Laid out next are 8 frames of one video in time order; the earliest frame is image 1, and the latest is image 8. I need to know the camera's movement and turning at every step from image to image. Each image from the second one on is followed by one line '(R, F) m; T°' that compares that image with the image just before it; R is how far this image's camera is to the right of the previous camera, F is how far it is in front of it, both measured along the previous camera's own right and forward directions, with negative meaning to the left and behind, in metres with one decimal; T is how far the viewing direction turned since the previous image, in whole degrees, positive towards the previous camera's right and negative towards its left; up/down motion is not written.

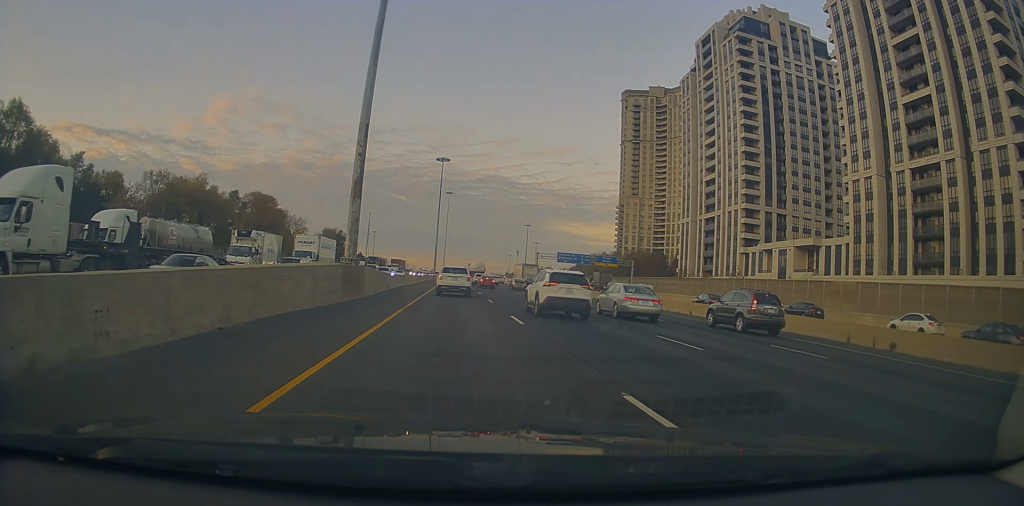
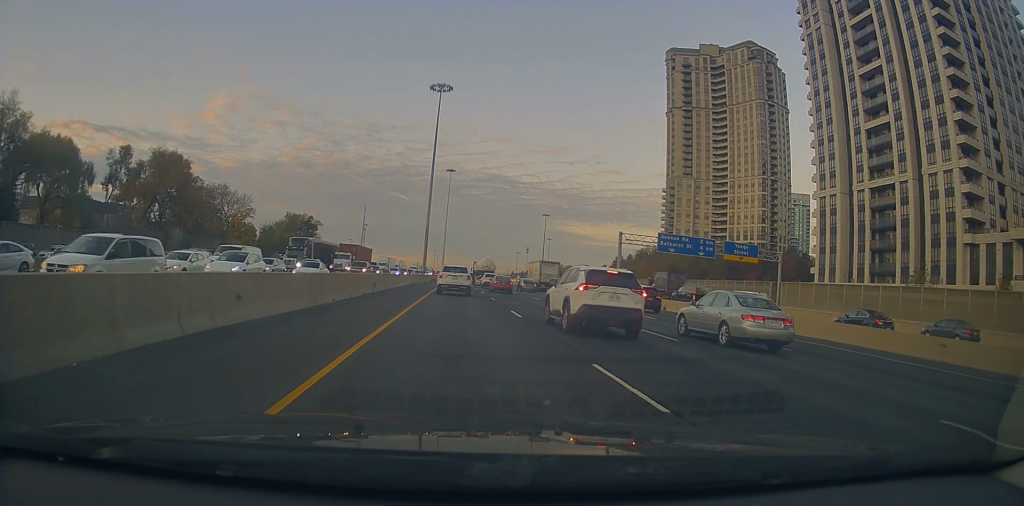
(-0.8, +58.8) m; 0°
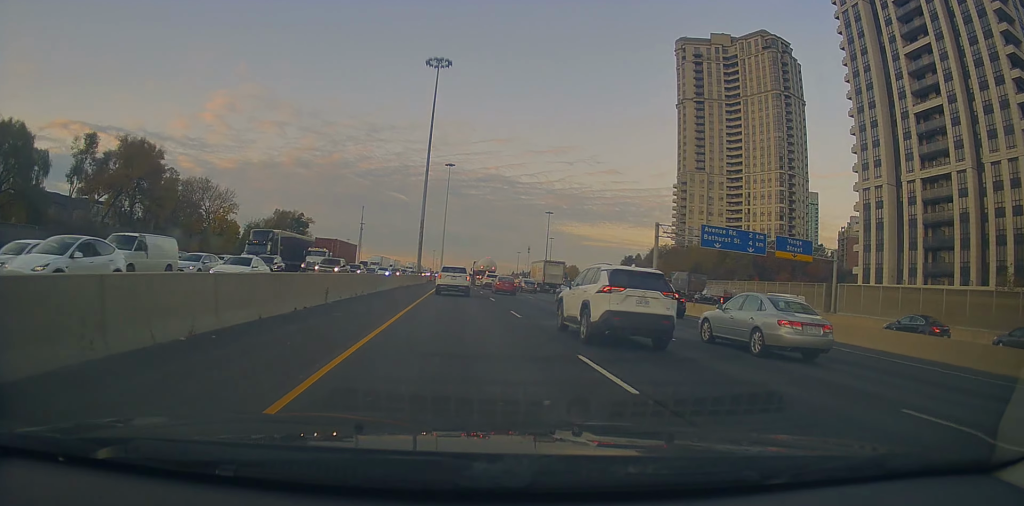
(0.0, +11.7) m; 0°
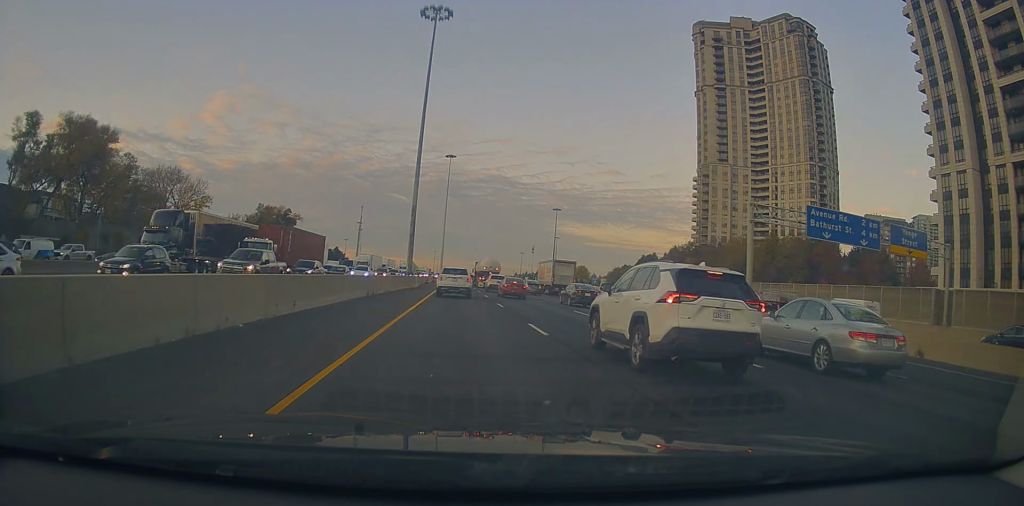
(-0.1, +16.9) m; 0°
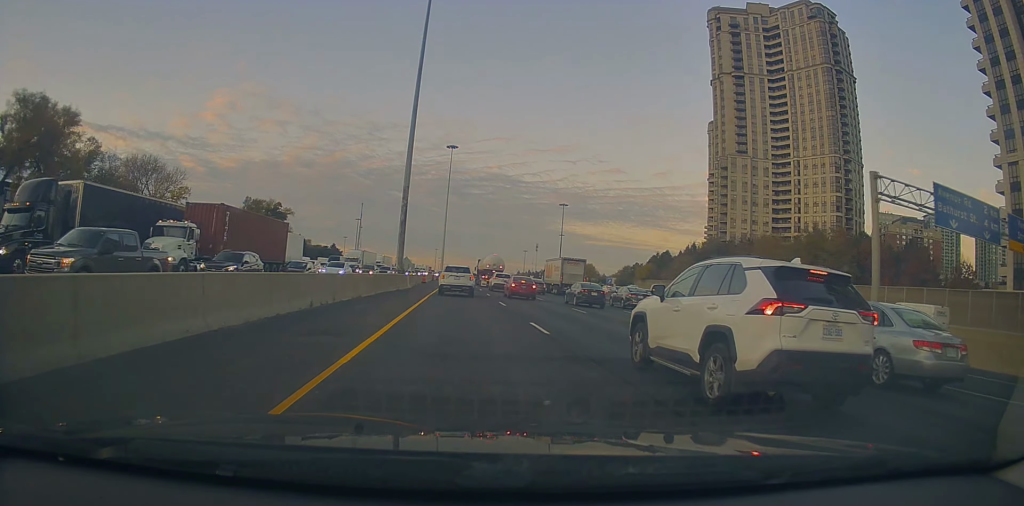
(-0.1, +11.8) m; 0°
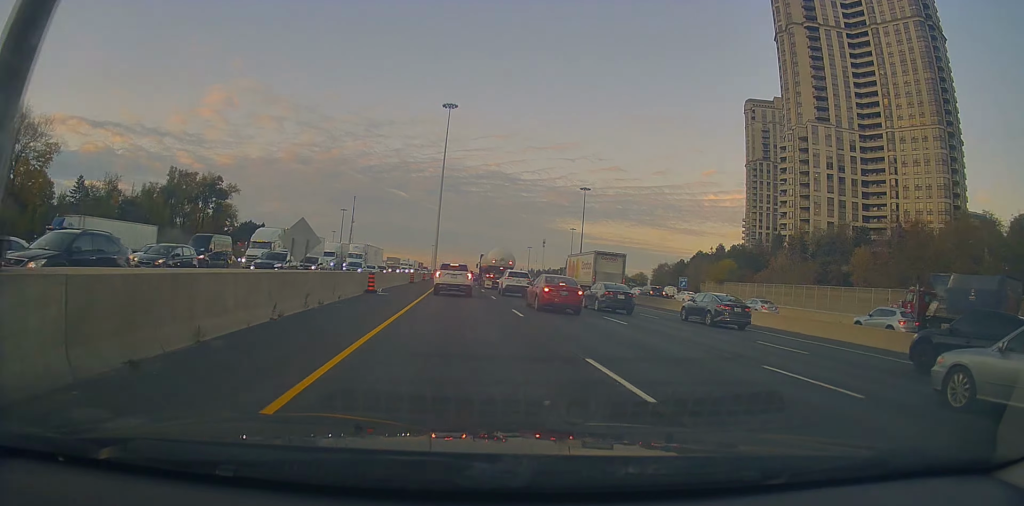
(0.0, +42.6) m; 0°
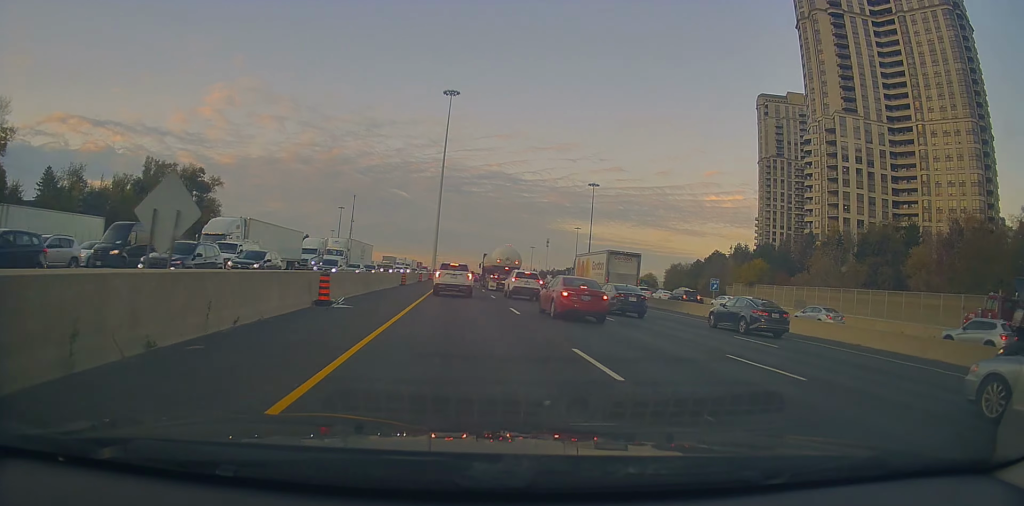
(+0.1, +10.4) m; +1°
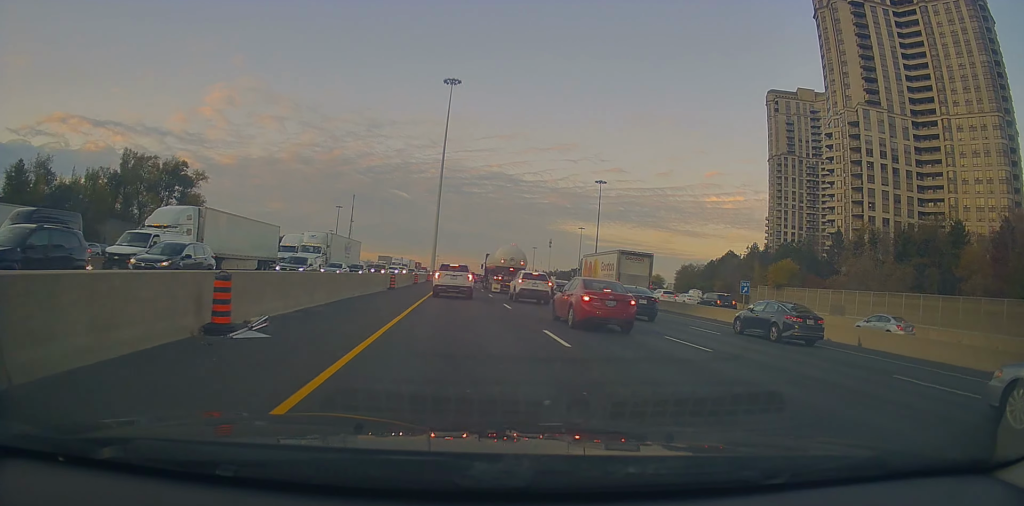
(0.0, +8.3) m; 0°
